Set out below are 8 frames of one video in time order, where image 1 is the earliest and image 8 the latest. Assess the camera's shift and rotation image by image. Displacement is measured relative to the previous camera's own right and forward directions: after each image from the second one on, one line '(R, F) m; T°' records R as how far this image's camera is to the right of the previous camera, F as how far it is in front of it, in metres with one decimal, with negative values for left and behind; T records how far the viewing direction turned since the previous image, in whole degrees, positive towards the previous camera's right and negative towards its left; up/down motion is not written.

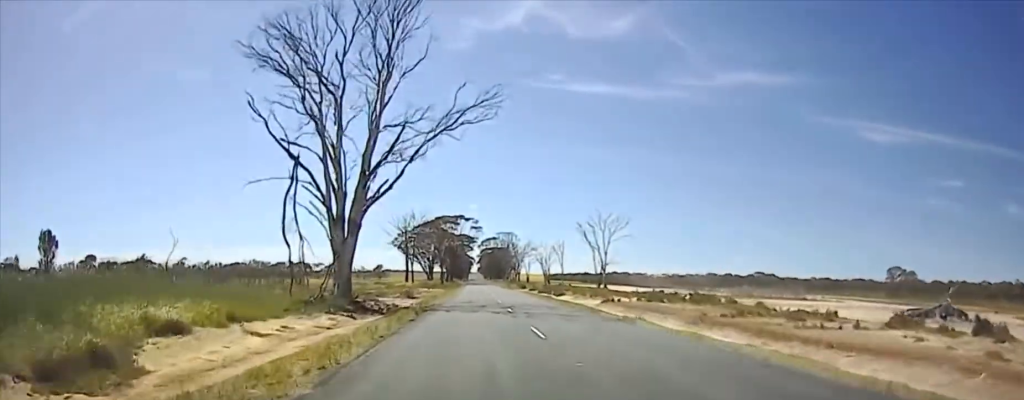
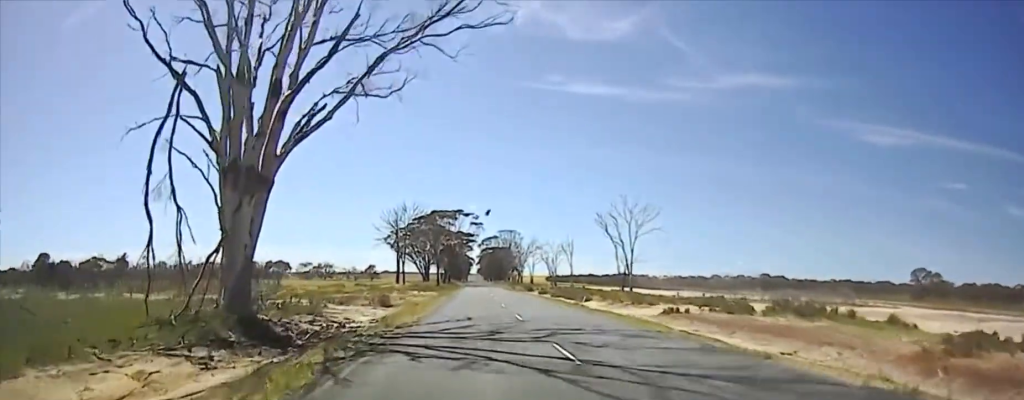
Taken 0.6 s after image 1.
(0.0, +20.2) m; 0°
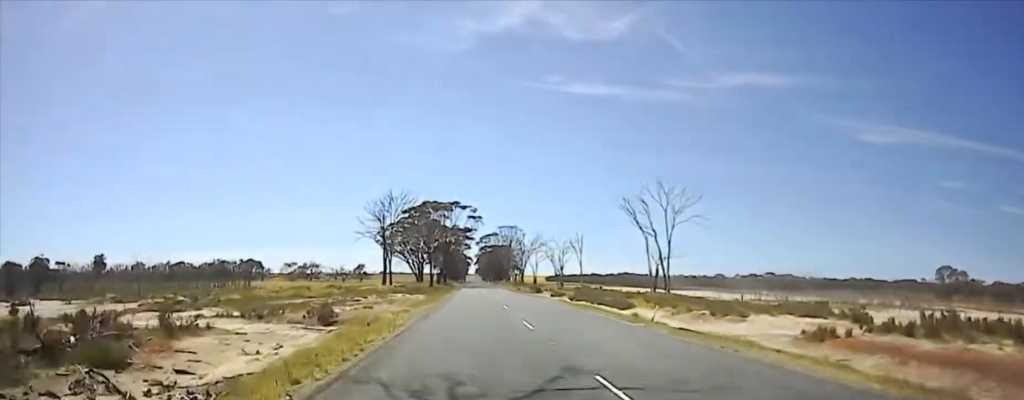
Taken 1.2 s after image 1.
(0.0, +21.3) m; 0°
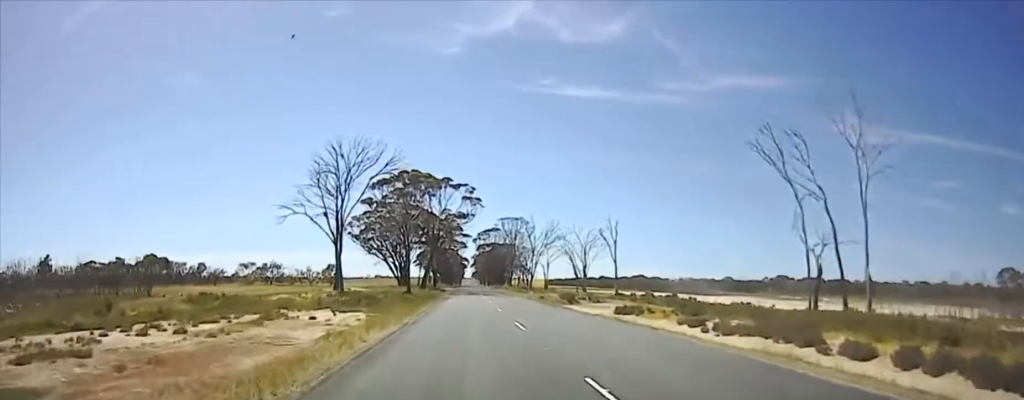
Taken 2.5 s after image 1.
(0.0, +48.4) m; 0°
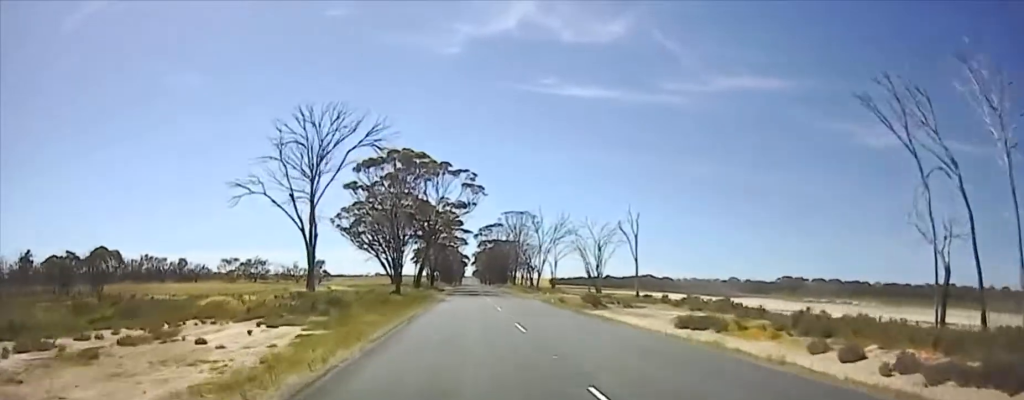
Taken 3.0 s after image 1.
(0.0, +17.4) m; 0°
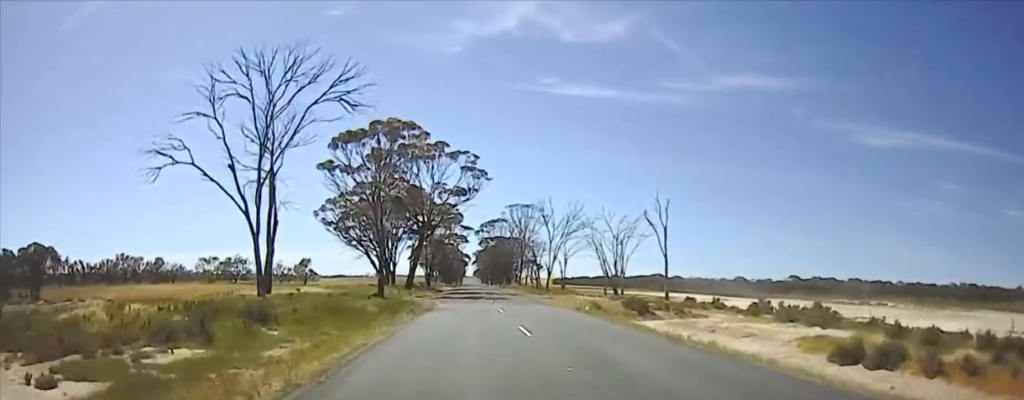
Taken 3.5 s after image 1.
(0.0, +17.4) m; 0°
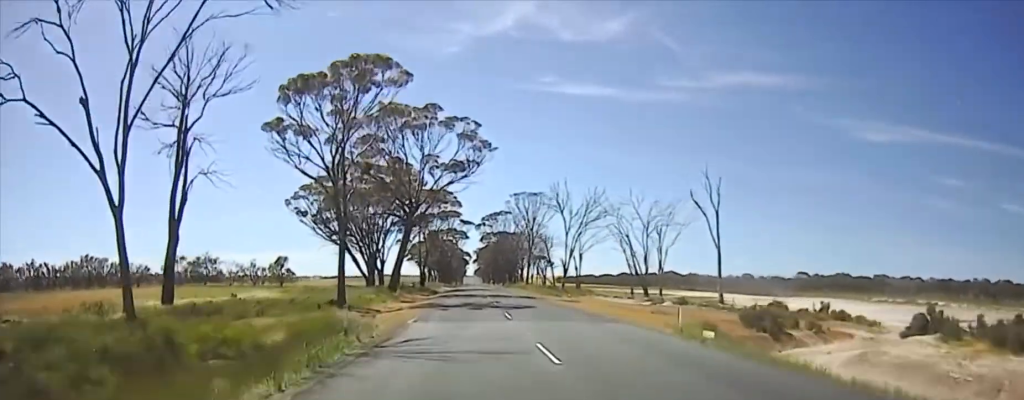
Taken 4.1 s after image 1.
(0.0, +19.1) m; 0°
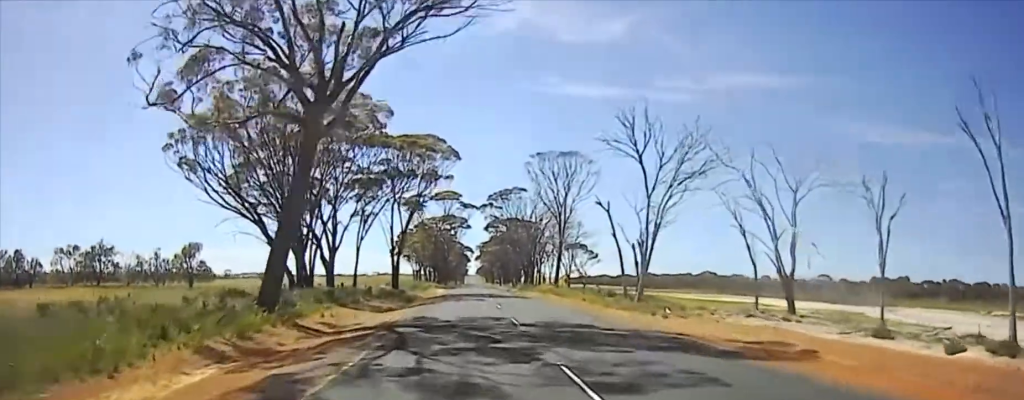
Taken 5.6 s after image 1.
(0.0, +41.0) m; 0°
